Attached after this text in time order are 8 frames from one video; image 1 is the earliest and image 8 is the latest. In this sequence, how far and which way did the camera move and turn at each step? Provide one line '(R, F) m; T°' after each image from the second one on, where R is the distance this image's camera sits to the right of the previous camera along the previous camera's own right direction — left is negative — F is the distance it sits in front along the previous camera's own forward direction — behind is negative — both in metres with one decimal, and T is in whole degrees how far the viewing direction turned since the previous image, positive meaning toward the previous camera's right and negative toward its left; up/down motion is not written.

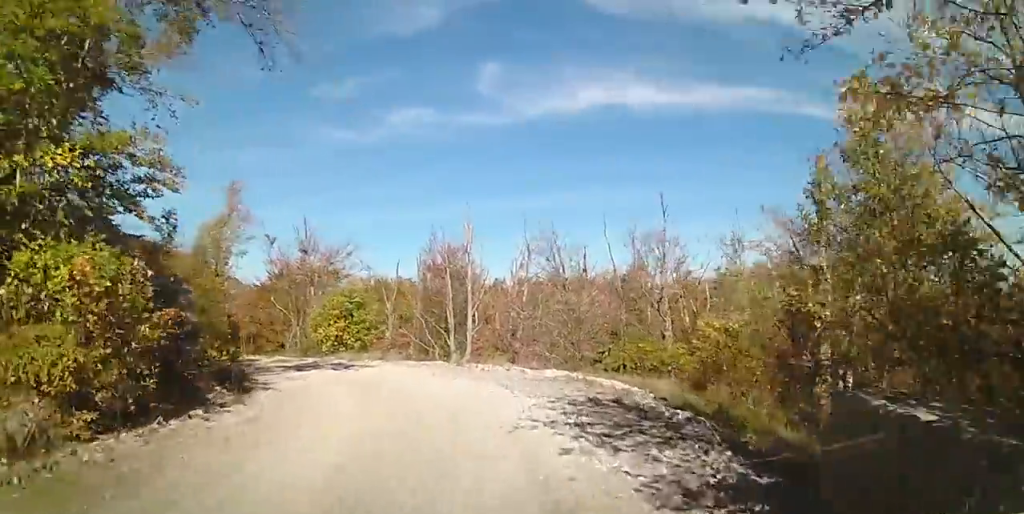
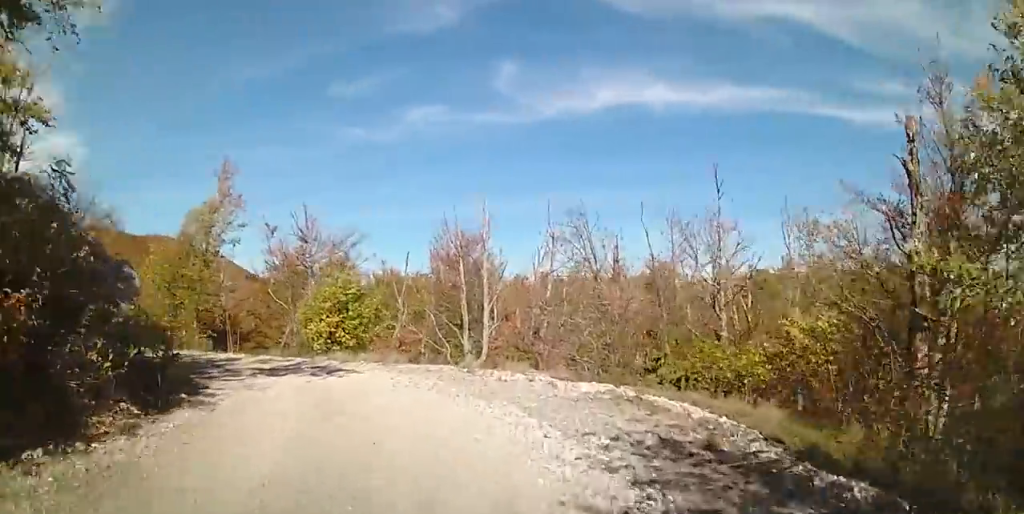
(0.0, +3.6) m; 0°
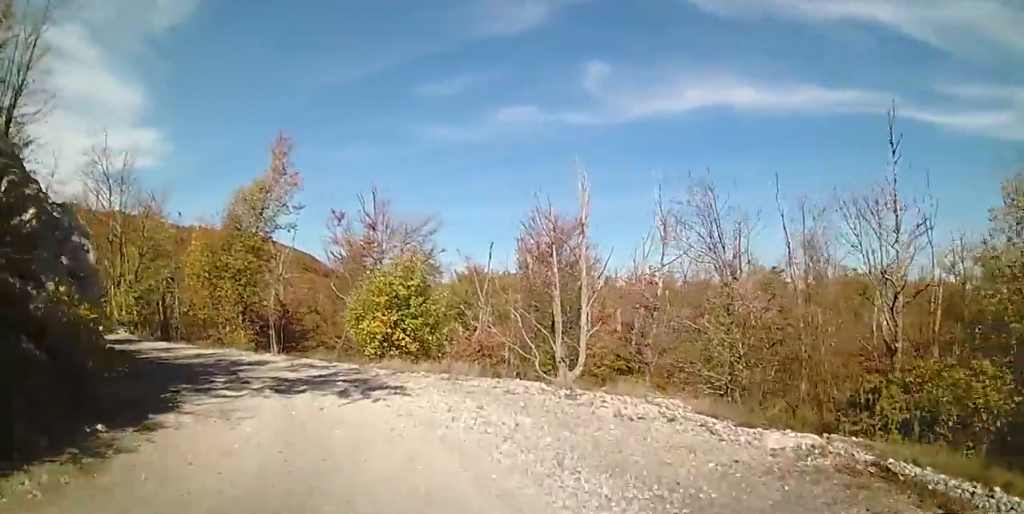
(0.0, +4.6) m; -8°
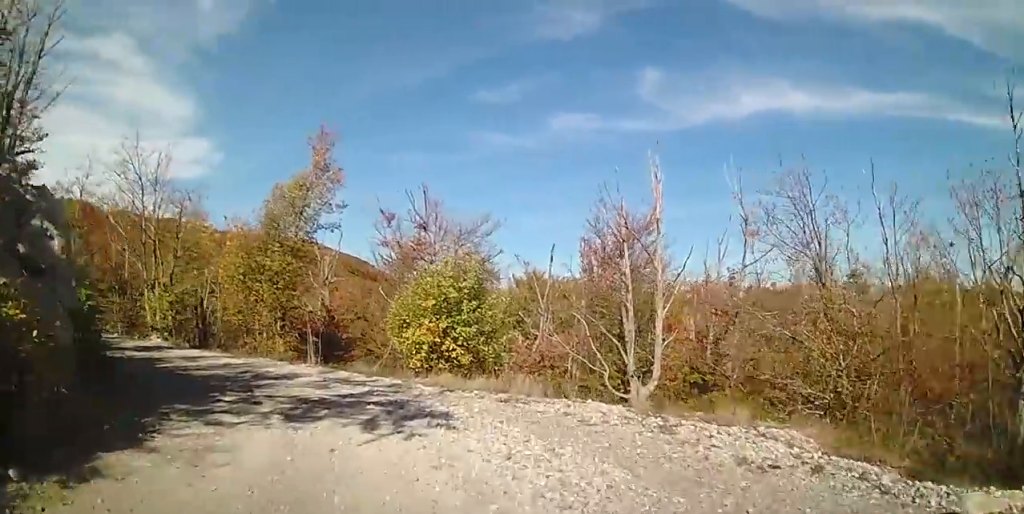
(+0.3, +2.3) m; -6°
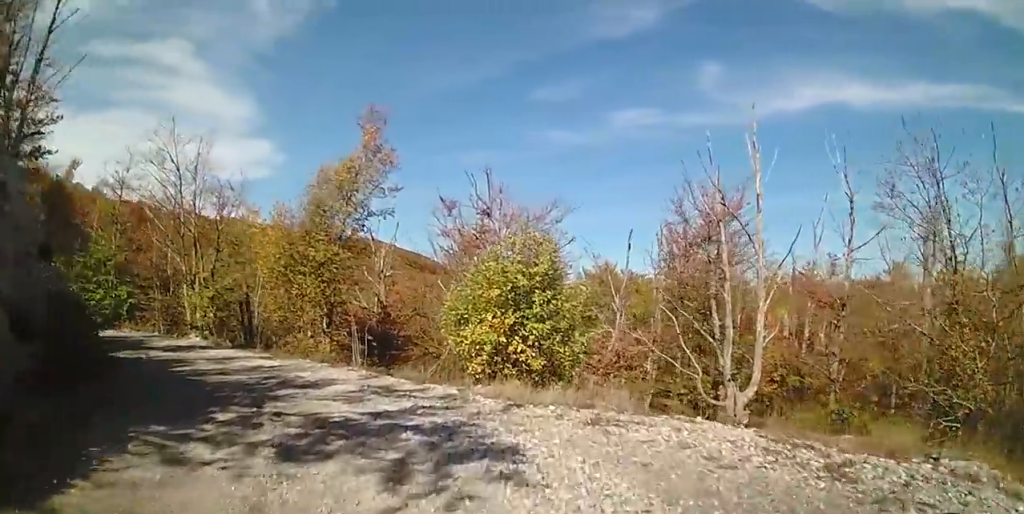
(-0.6, +2.5) m; -8°
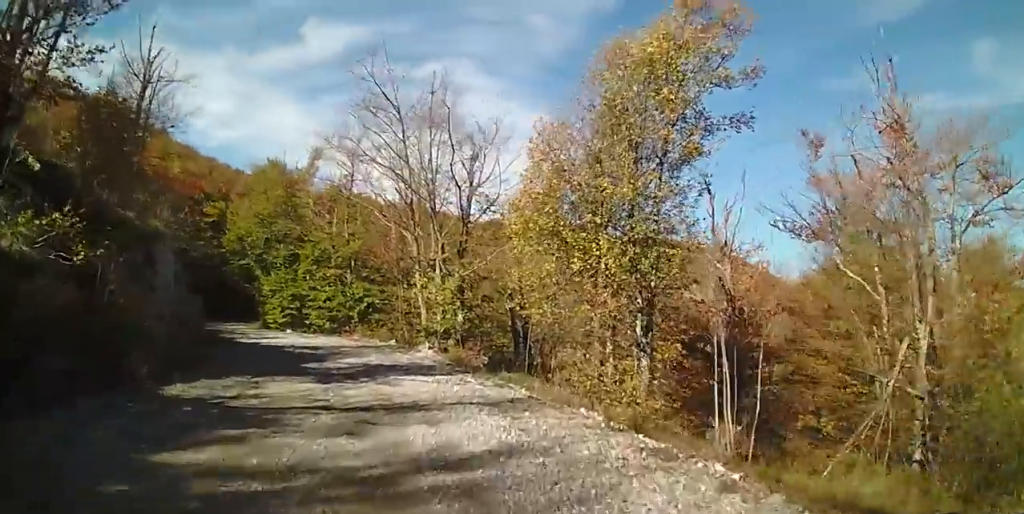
(-2.6, +10.3) m; -26°
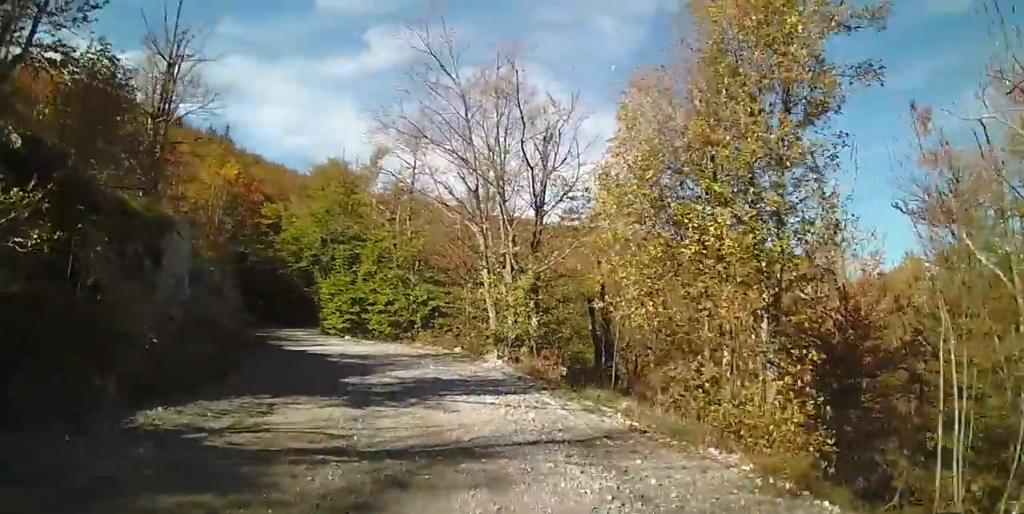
(-0.3, +2.5) m; -5°
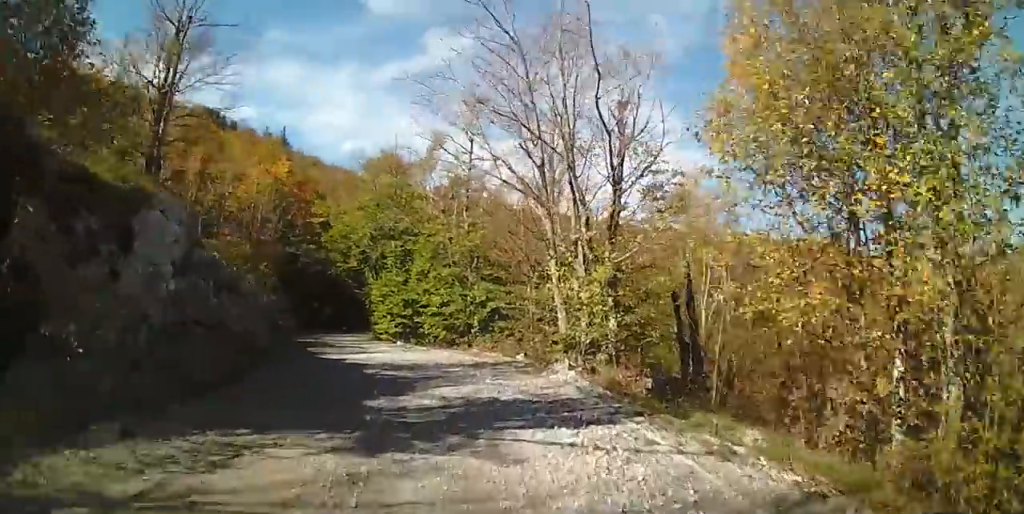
(-0.1, +2.9) m; -3°
